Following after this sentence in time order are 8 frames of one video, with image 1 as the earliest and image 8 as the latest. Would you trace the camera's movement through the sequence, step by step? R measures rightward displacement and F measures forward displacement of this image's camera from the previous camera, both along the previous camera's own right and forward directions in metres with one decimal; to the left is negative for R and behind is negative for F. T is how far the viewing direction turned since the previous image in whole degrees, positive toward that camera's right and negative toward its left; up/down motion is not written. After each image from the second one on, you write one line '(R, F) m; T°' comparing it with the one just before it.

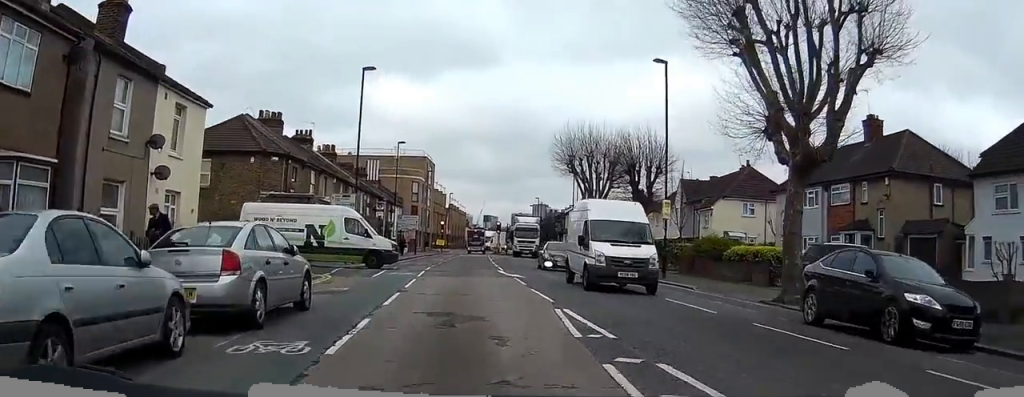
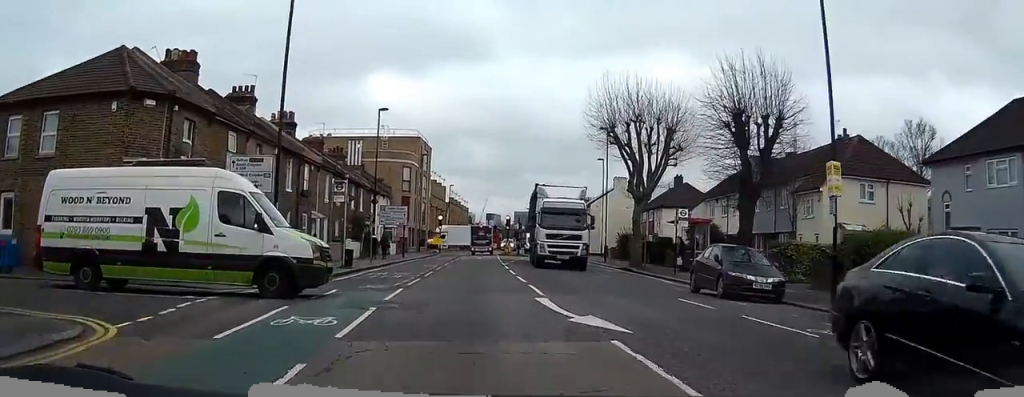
(+0.1, +16.8) m; 0°
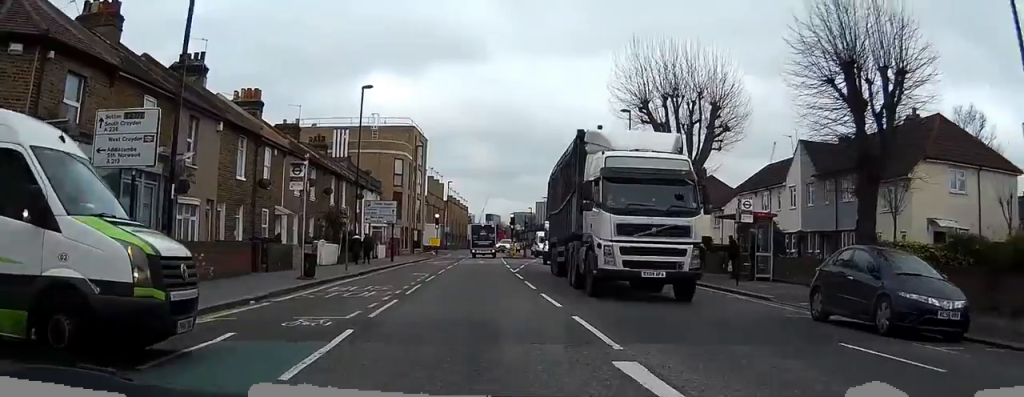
(+0.1, +8.4) m; -2°
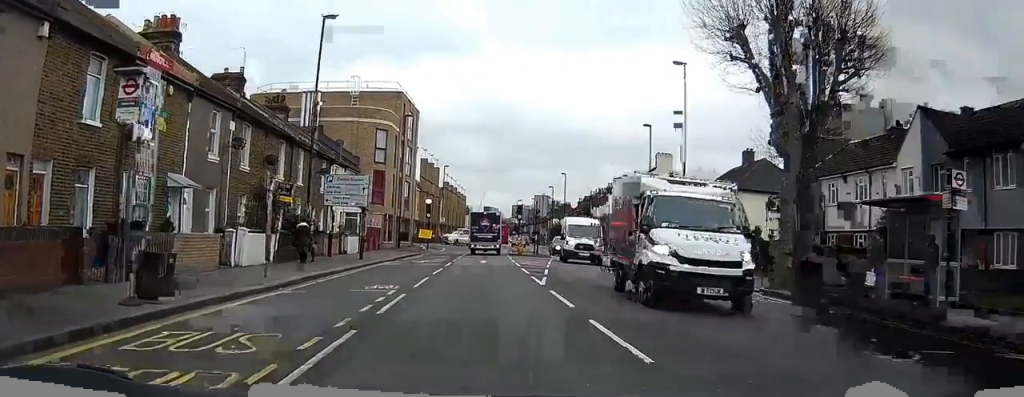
(-0.1, +13.0) m; +2°
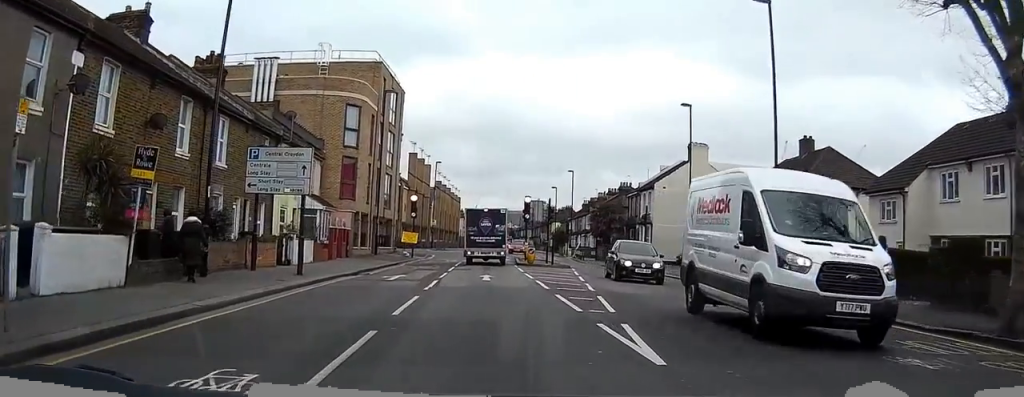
(+0.4, +12.0) m; +2°
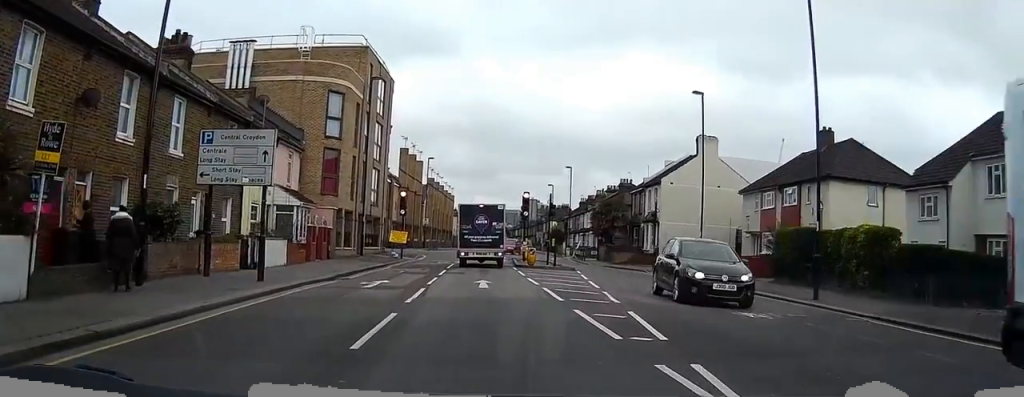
(0.0, +3.8) m; +1°
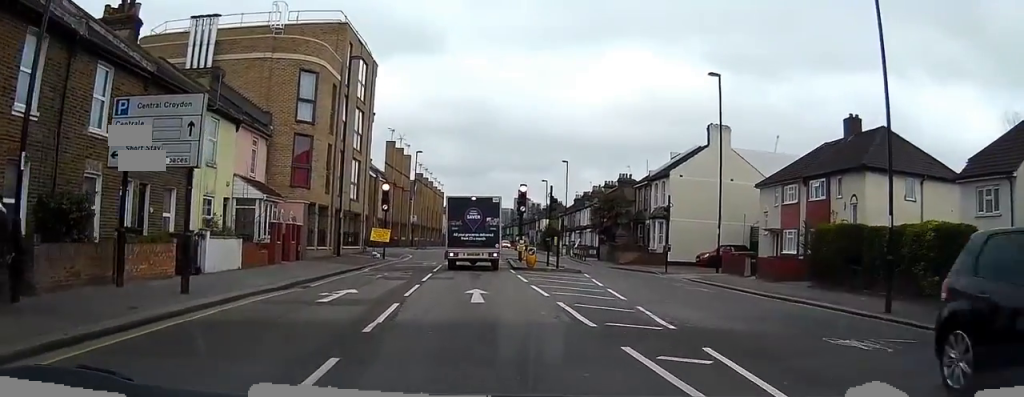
(0.0, +4.9) m; +1°
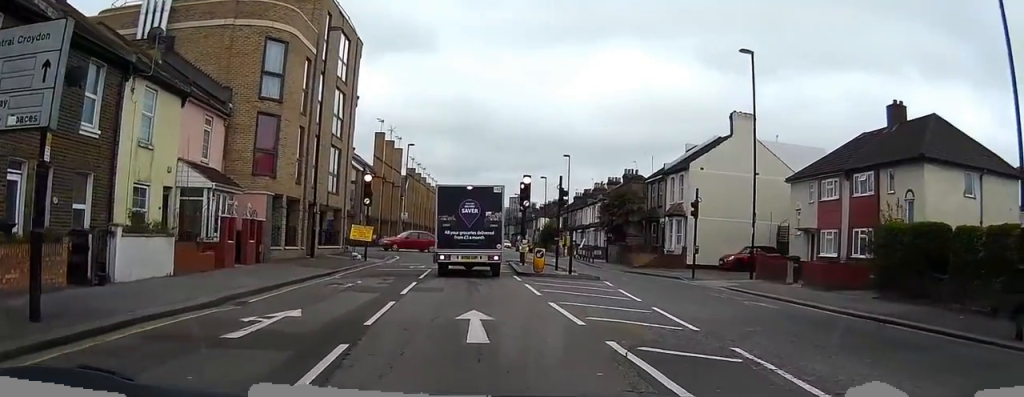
(+0.1, +5.6) m; +1°
